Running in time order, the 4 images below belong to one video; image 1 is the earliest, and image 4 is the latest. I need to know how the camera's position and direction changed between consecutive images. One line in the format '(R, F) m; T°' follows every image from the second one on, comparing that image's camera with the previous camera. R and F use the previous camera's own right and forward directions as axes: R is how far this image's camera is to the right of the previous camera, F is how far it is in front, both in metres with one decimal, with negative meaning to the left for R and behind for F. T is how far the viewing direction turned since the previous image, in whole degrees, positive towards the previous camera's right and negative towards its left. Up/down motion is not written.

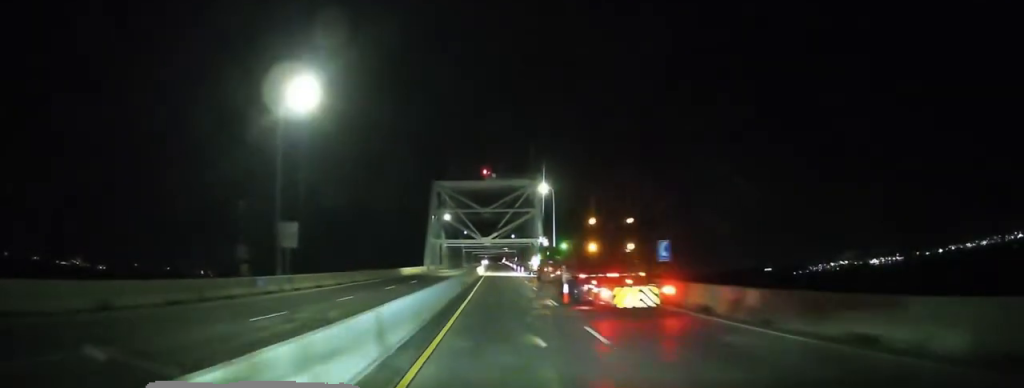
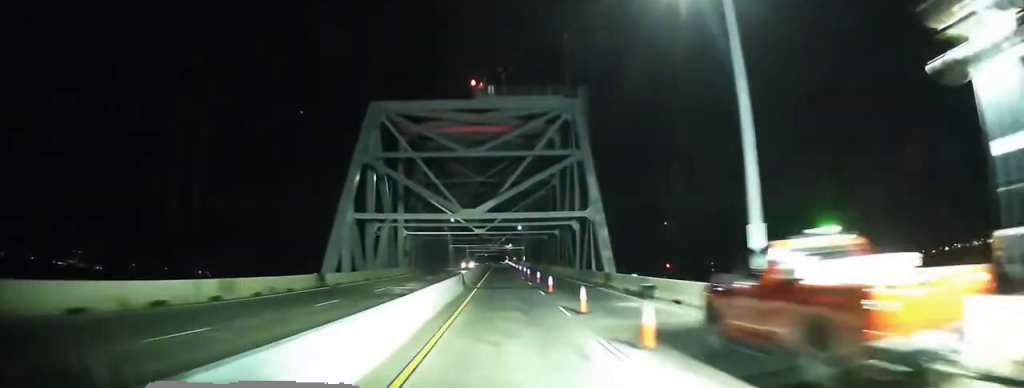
(-4.0, +59.3) m; -4°
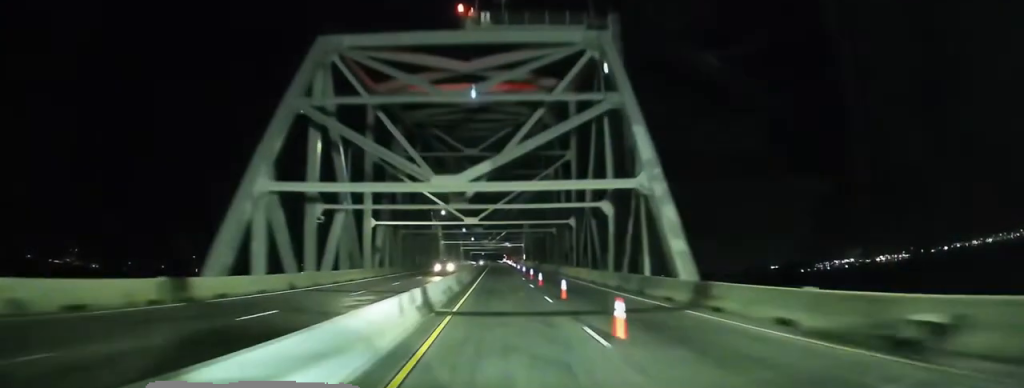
(+0.5, +18.2) m; +1°
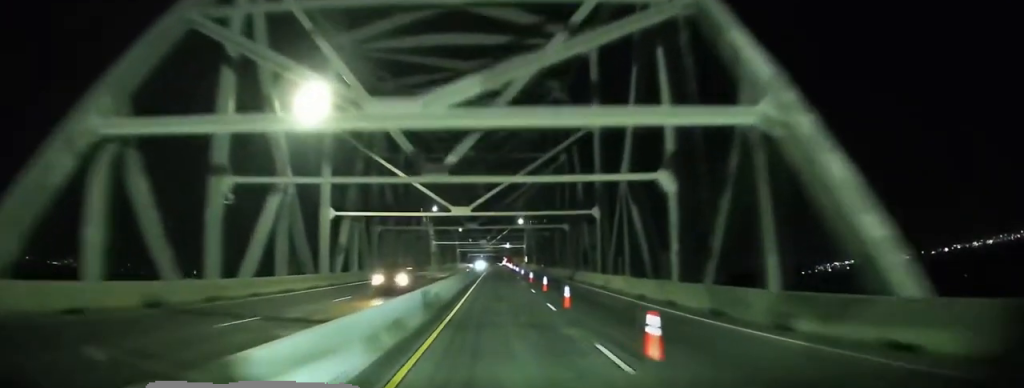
(+0.2, +14.5) m; 0°
